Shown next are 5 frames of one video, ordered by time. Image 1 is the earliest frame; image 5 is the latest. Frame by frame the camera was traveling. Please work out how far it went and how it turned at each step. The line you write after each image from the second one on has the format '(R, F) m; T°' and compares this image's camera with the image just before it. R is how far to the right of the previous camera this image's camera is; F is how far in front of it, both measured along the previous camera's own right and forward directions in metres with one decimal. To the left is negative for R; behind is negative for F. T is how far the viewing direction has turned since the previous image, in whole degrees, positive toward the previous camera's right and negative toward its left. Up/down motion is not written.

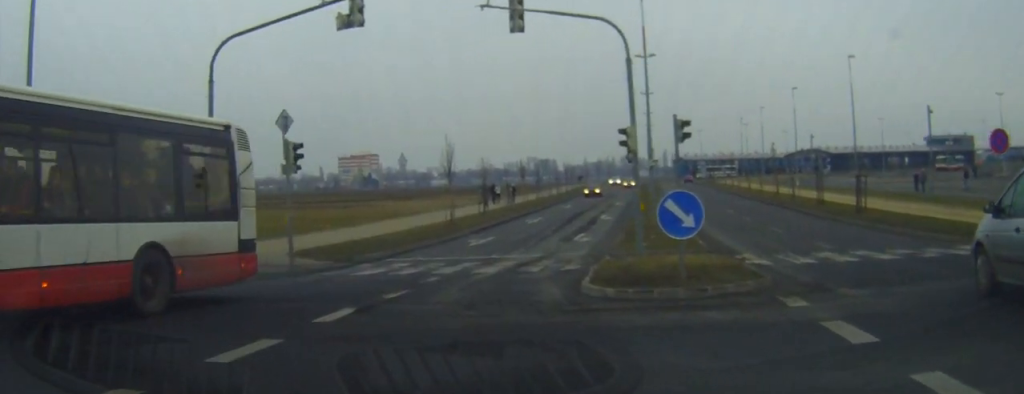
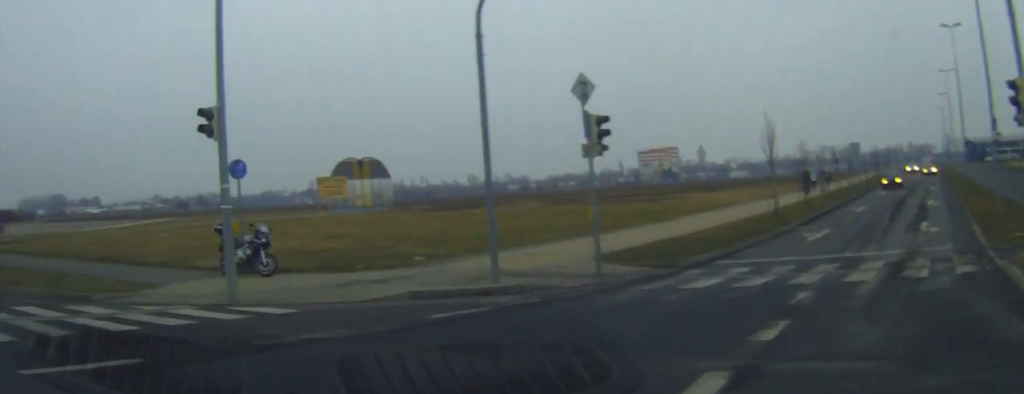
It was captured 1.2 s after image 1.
(-0.6, +5.2) m; -18°
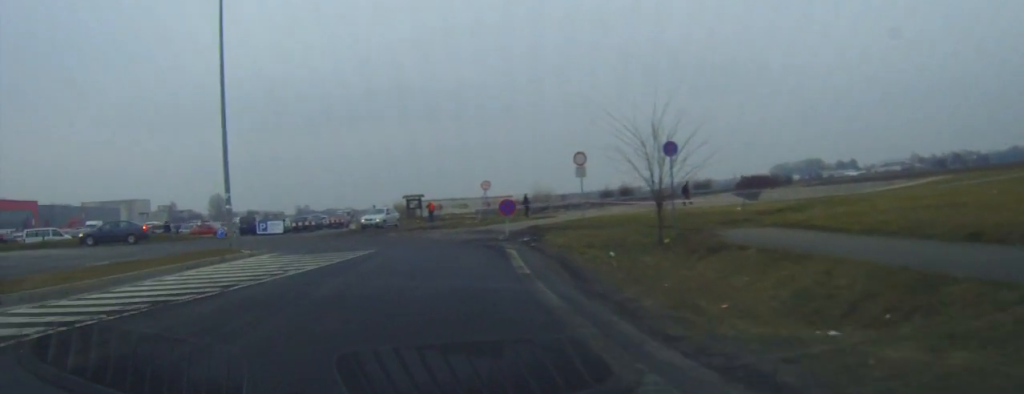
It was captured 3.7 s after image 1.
(-5.7, +10.9) m; -46°
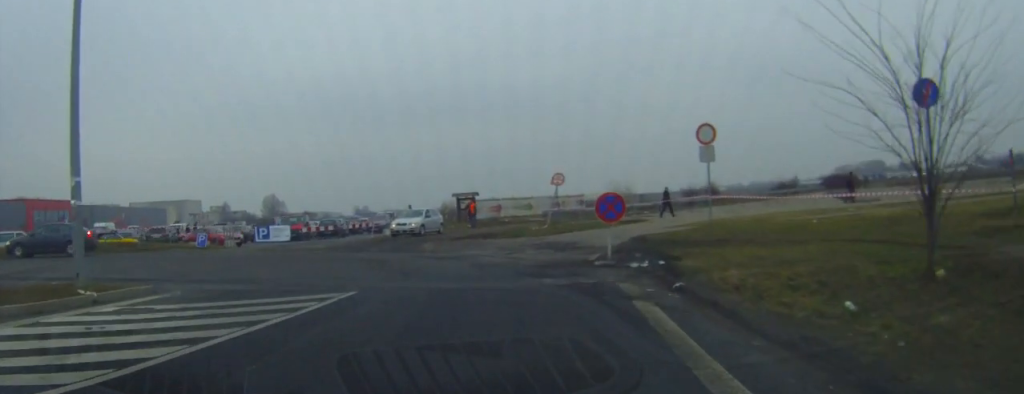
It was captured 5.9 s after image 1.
(-0.8, +13.4) m; -2°
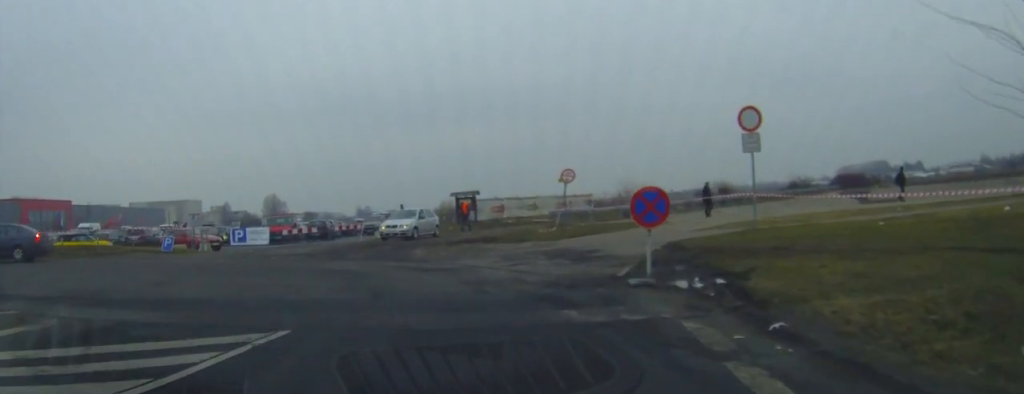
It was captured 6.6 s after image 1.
(+0.1, +4.7) m; -1°
